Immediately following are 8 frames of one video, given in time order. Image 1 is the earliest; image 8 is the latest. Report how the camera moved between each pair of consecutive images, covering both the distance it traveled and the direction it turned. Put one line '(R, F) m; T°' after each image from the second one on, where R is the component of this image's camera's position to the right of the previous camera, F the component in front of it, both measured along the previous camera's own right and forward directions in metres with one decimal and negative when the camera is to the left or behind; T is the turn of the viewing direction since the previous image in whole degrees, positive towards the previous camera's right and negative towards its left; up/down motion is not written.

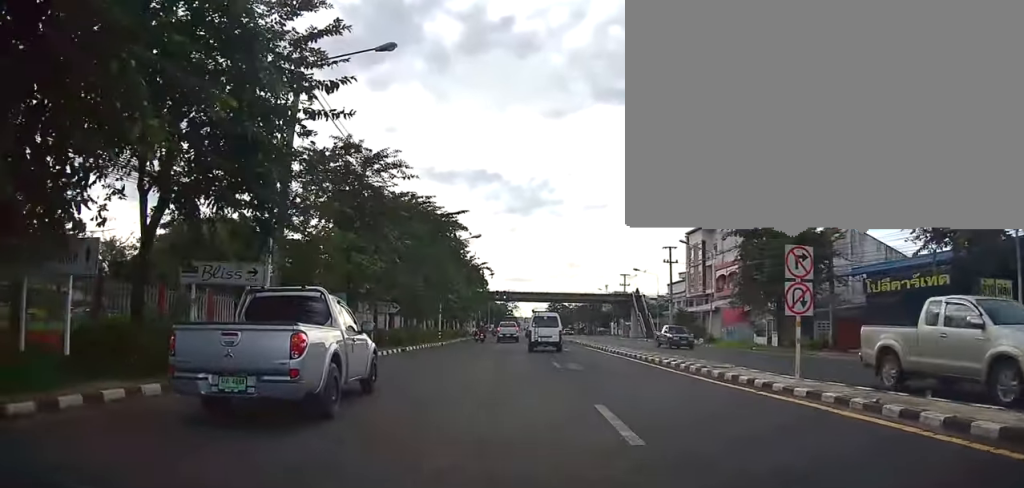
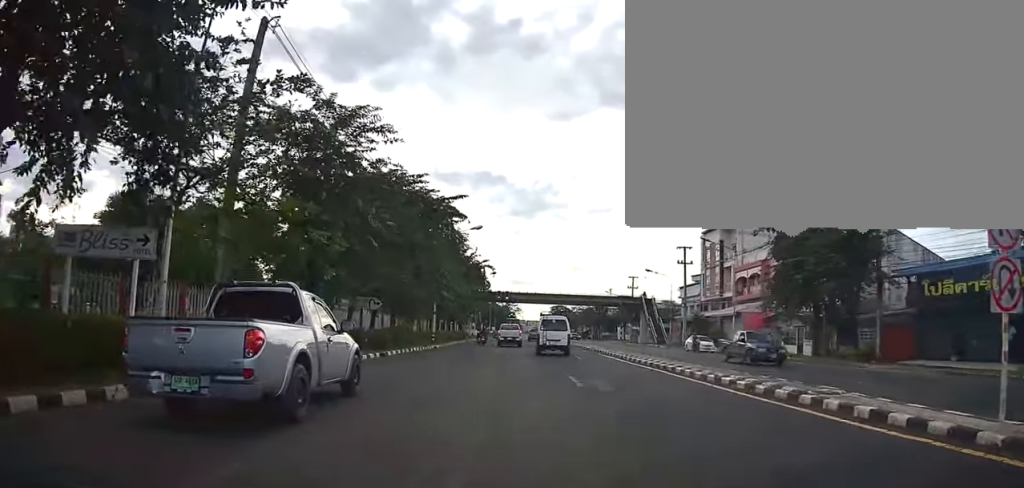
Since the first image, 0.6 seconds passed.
(-0.4, +5.0) m; 0°
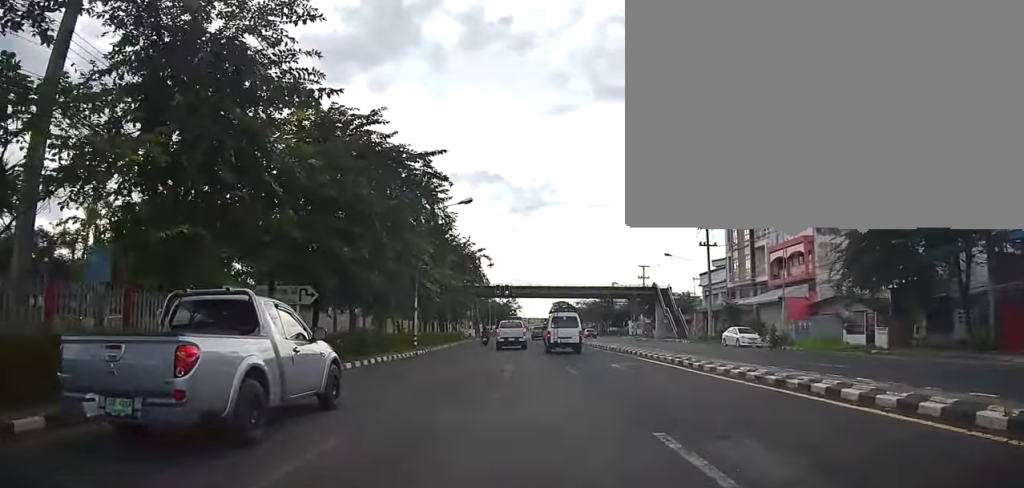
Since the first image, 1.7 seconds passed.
(+0.4, +9.0) m; 0°
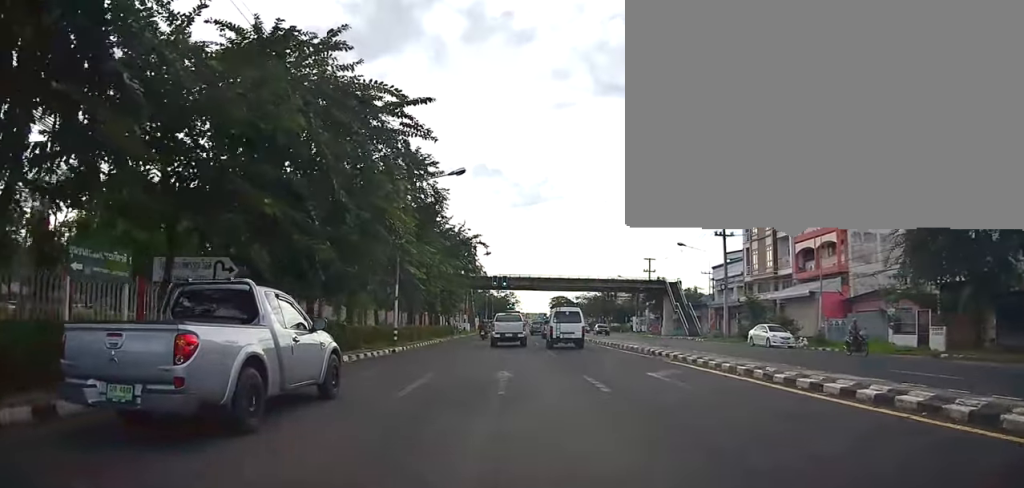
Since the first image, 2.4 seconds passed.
(-0.3, +5.6) m; -1°
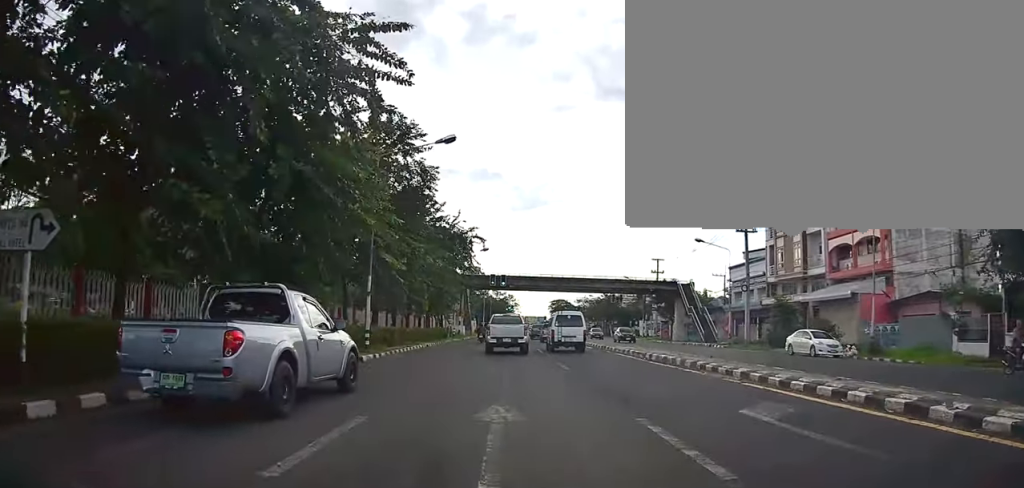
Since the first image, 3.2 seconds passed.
(-0.1, +6.1) m; 0°
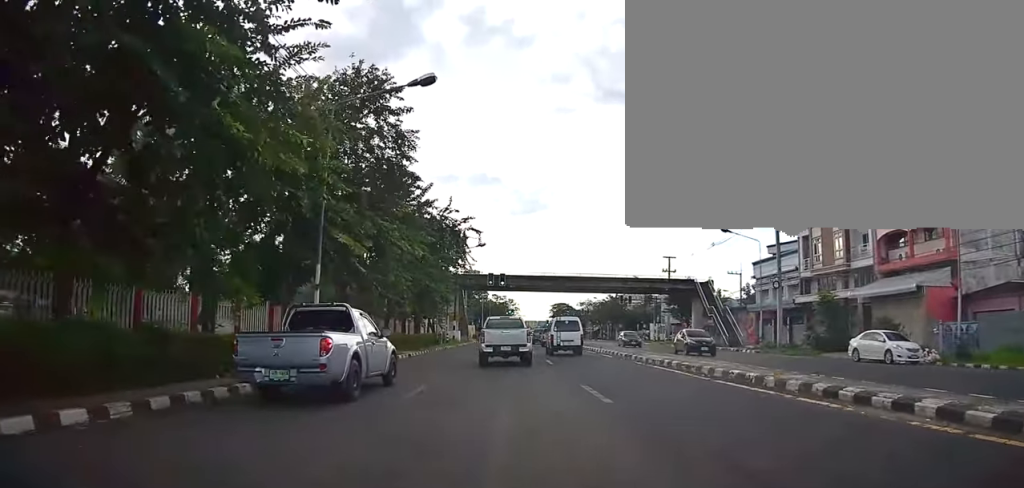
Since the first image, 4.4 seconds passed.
(+0.1, +7.2) m; 0°
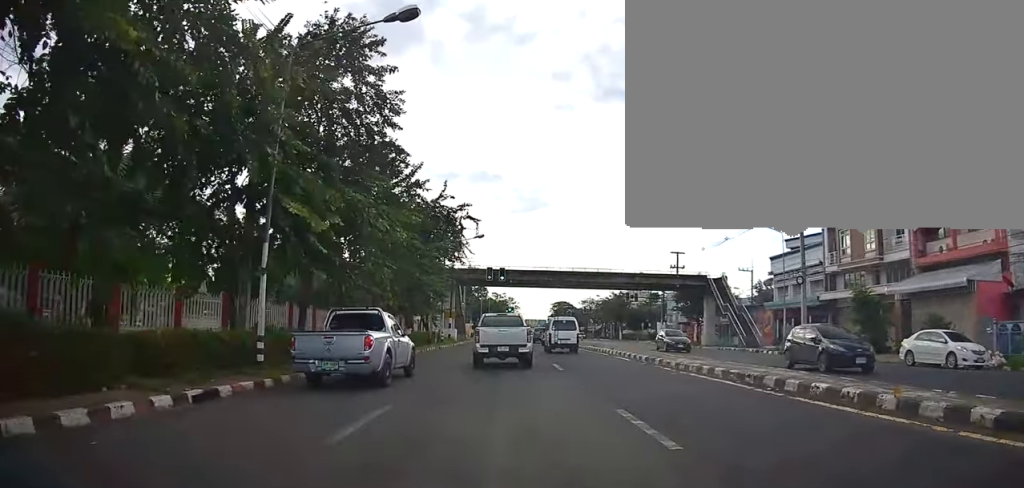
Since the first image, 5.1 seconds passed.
(-0.1, +4.1) m; +1°
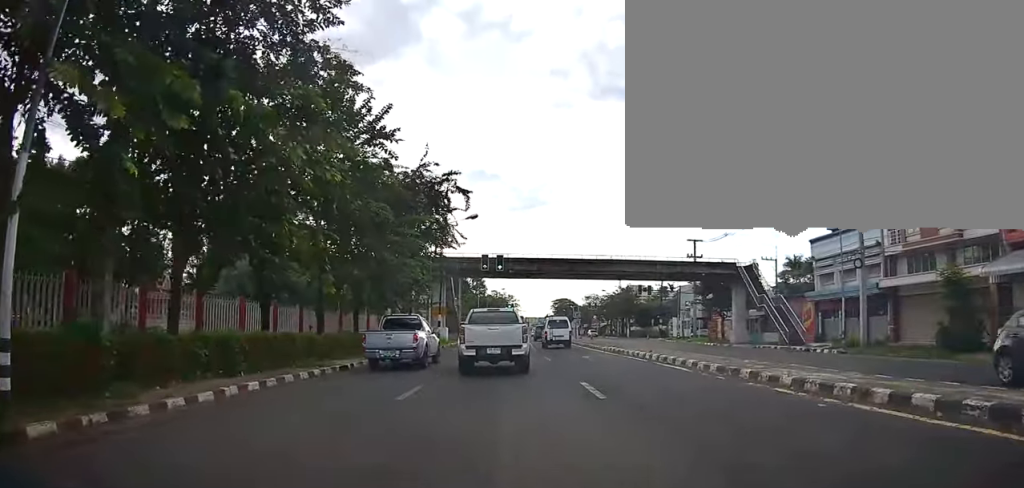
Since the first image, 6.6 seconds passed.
(+0.4, +7.5) m; +3°
